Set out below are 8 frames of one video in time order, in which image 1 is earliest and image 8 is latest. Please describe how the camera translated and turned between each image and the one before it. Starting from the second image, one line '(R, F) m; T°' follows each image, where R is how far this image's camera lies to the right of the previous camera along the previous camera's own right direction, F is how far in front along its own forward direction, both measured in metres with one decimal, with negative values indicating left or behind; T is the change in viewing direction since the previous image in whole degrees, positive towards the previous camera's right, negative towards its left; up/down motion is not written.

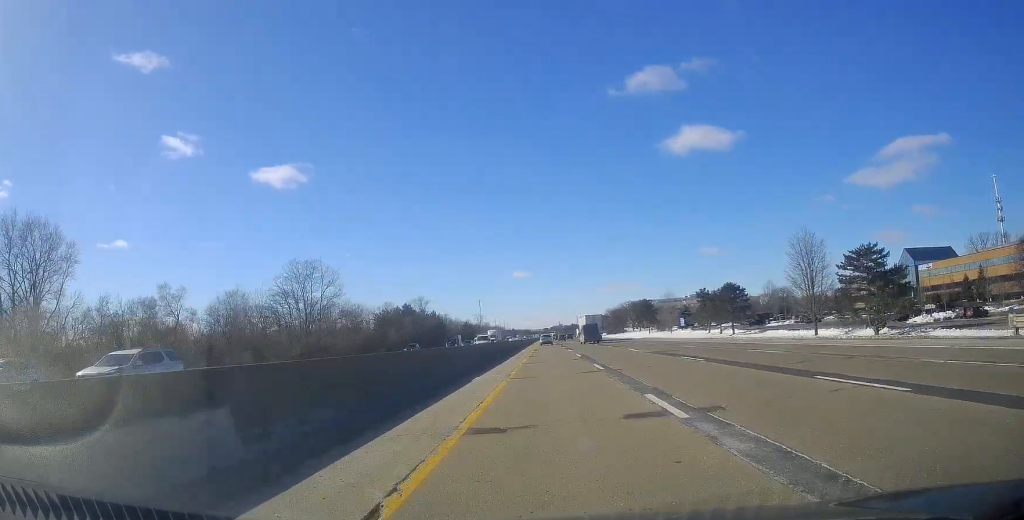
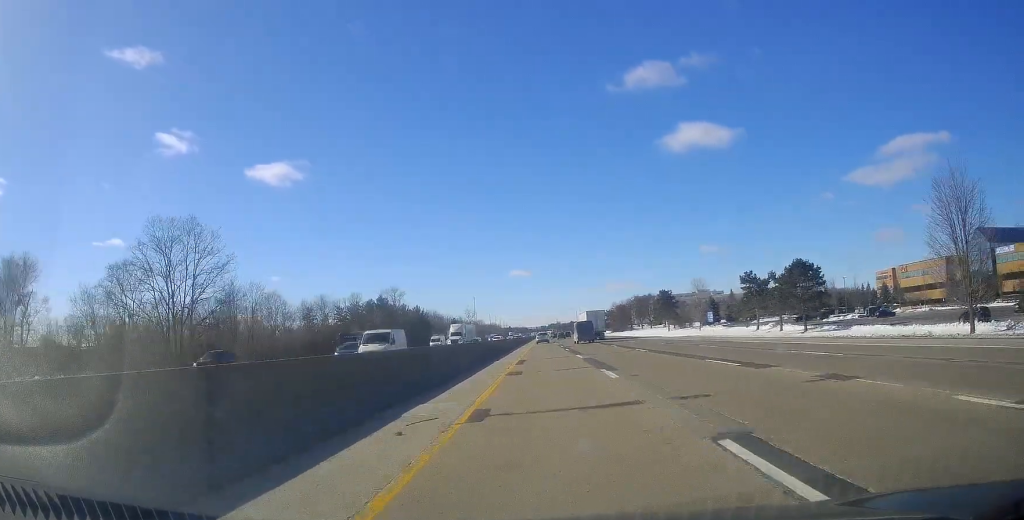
(0.0, +35.6) m; 0°
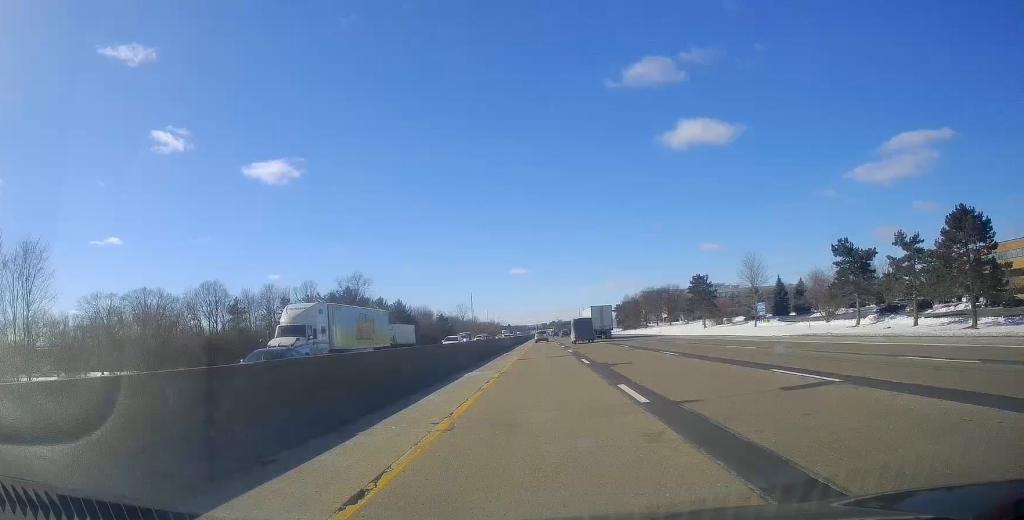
(0.0, +37.7) m; 0°
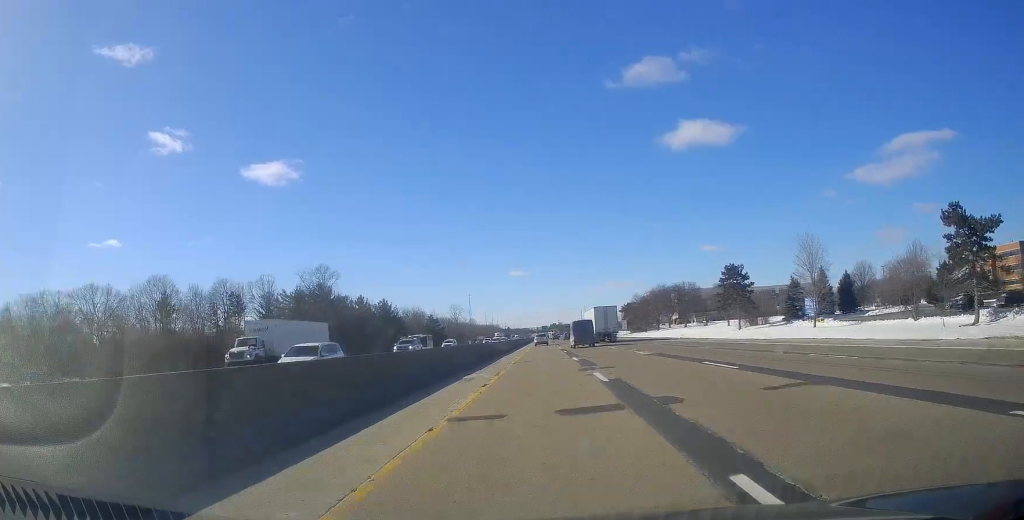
(0.0, +24.0) m; 0°
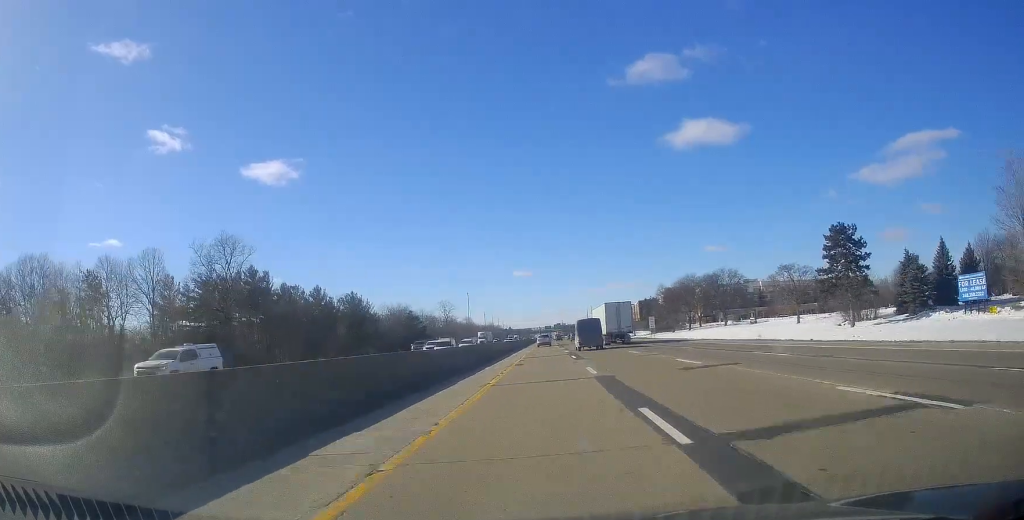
(+0.2, +41.2) m; -1°
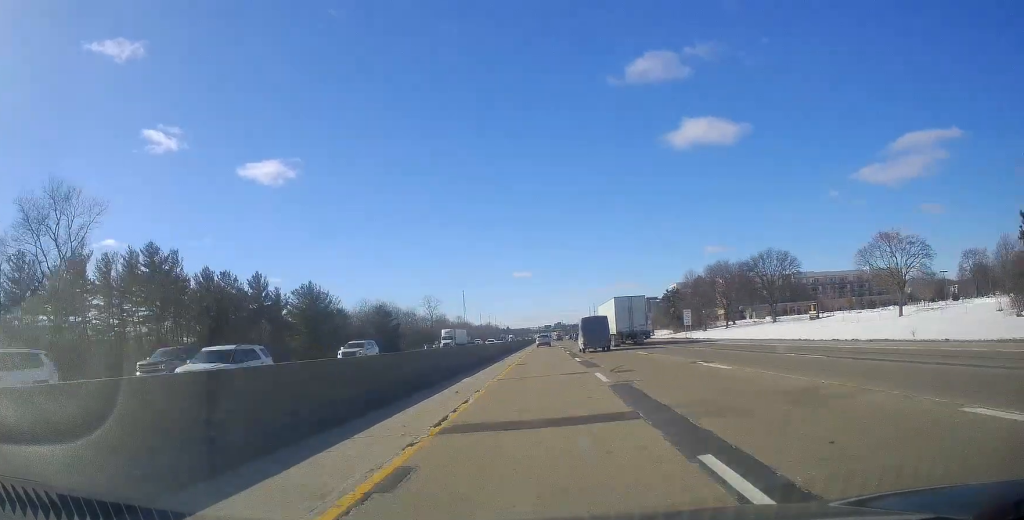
(-0.8, +34.6) m; 0°
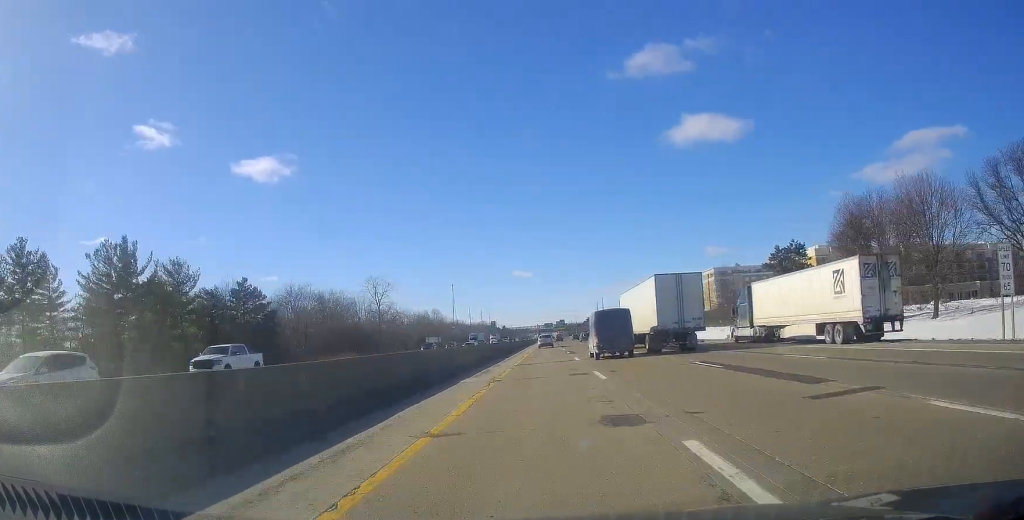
(+1.0, +74.8) m; 0°
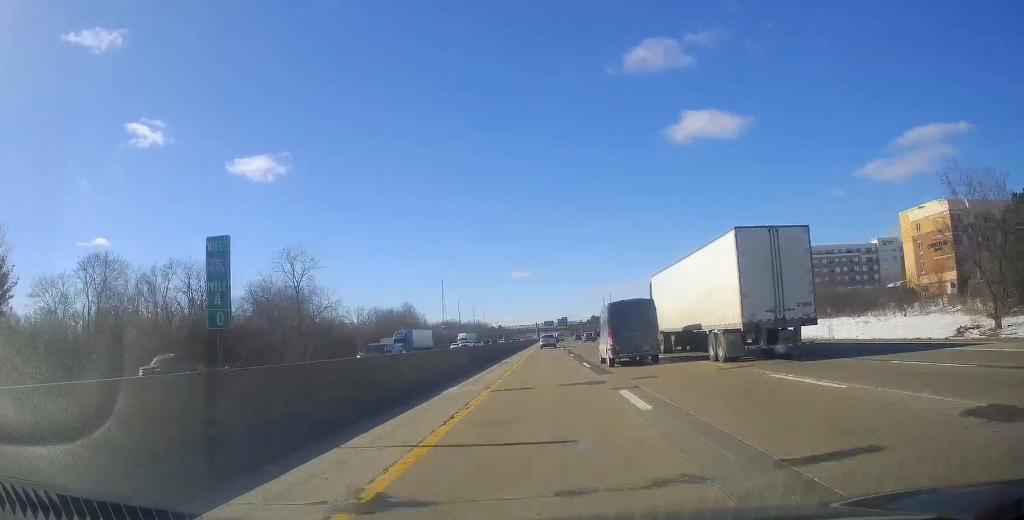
(-0.1, +54.2) m; 0°
